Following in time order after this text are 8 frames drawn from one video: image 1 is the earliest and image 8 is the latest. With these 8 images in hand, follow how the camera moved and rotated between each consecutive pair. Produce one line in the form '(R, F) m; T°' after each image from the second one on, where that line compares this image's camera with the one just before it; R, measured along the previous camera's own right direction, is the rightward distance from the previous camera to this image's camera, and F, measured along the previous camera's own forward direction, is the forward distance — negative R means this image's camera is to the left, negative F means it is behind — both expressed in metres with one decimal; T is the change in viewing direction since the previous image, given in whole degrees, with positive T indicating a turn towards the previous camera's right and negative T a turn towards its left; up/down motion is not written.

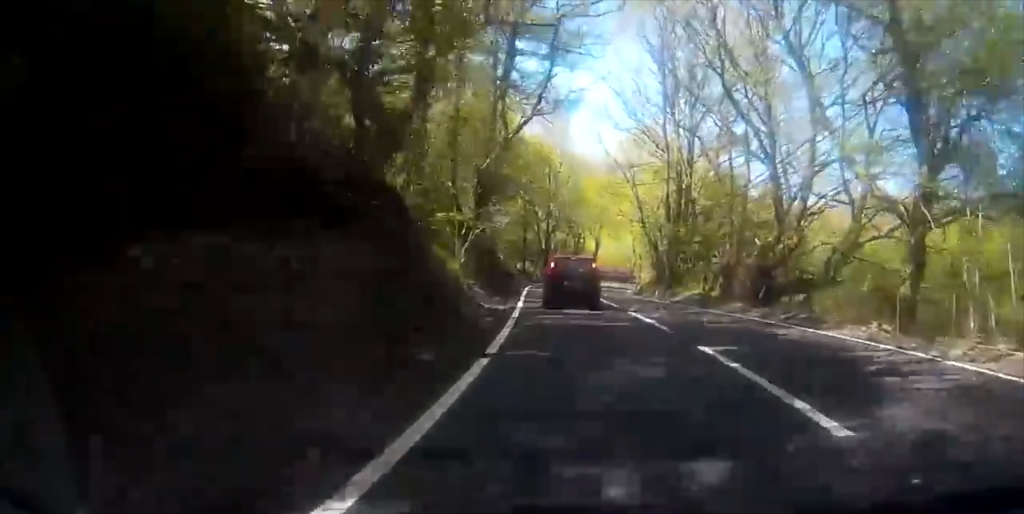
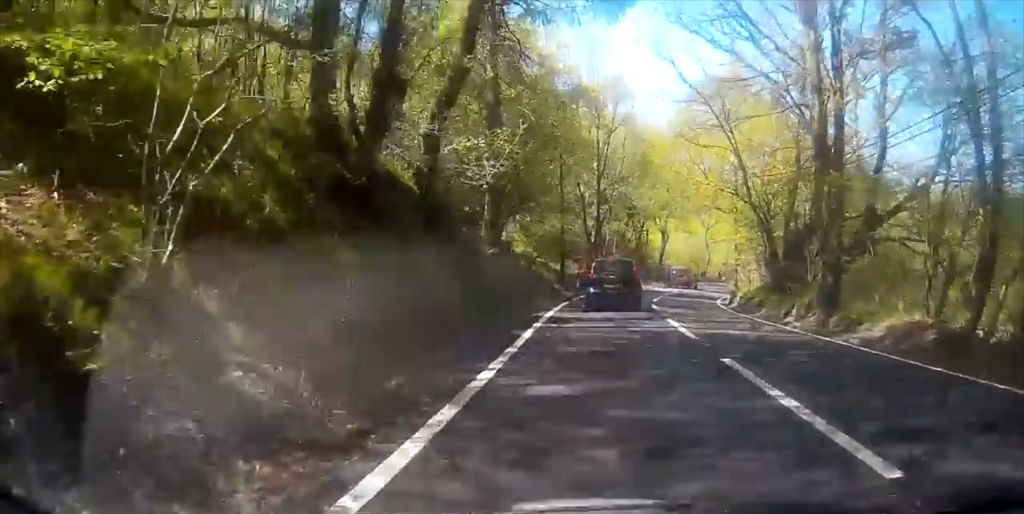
(-0.5, +19.3) m; -2°
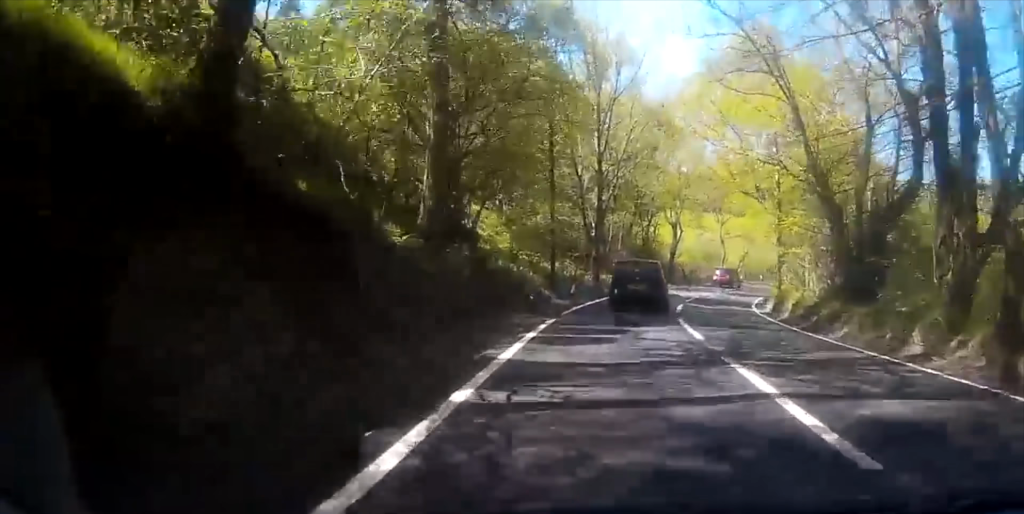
(0.0, +8.8) m; +1°
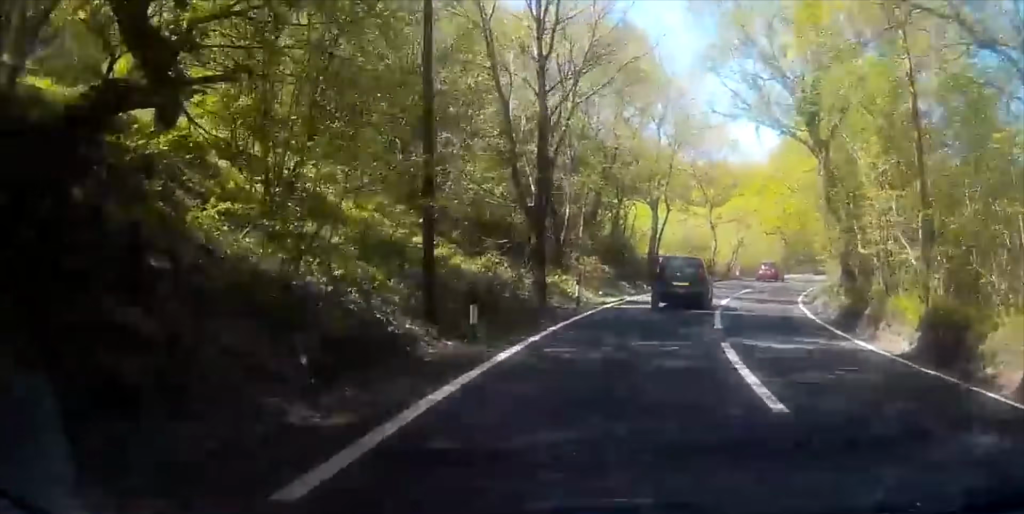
(+0.2, +15.8) m; +4°
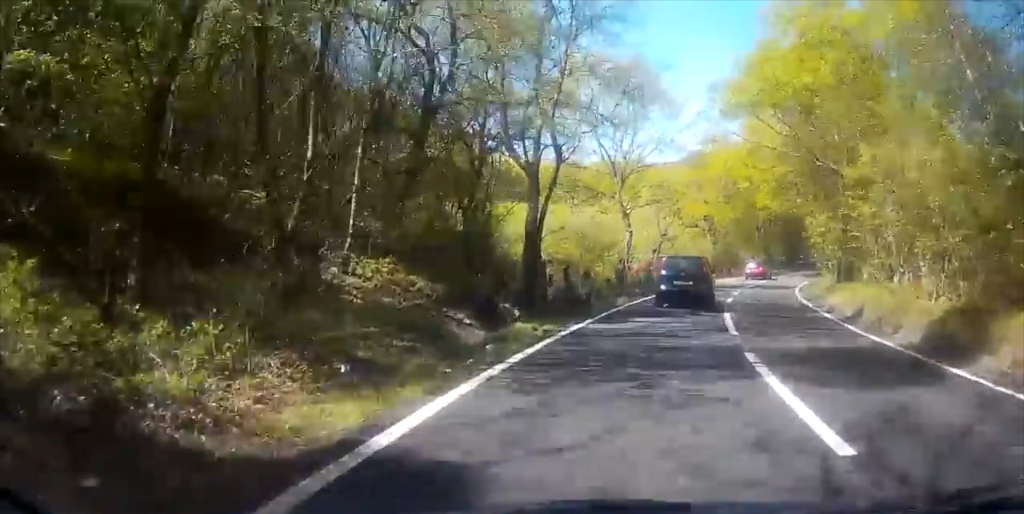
(+1.4, +19.4) m; +9°
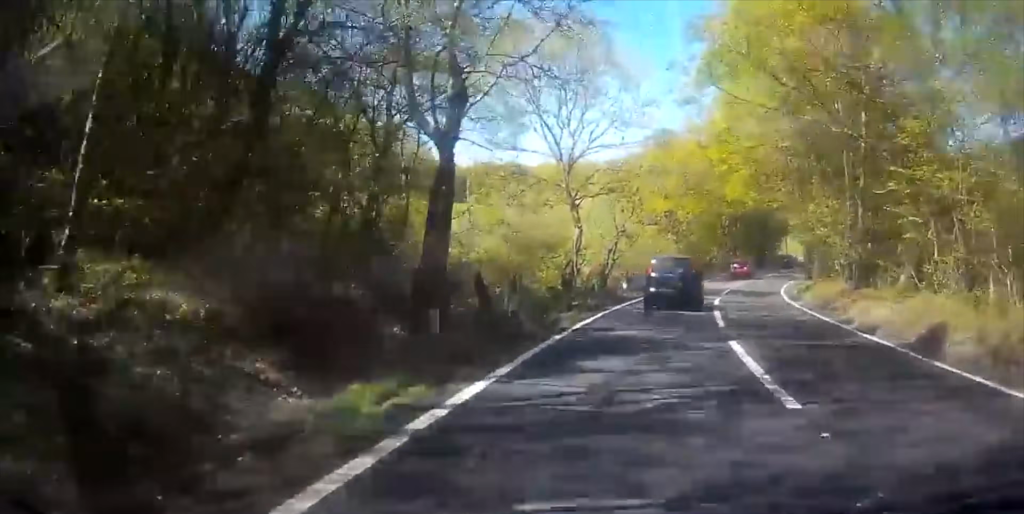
(+0.2, +7.1) m; +3°
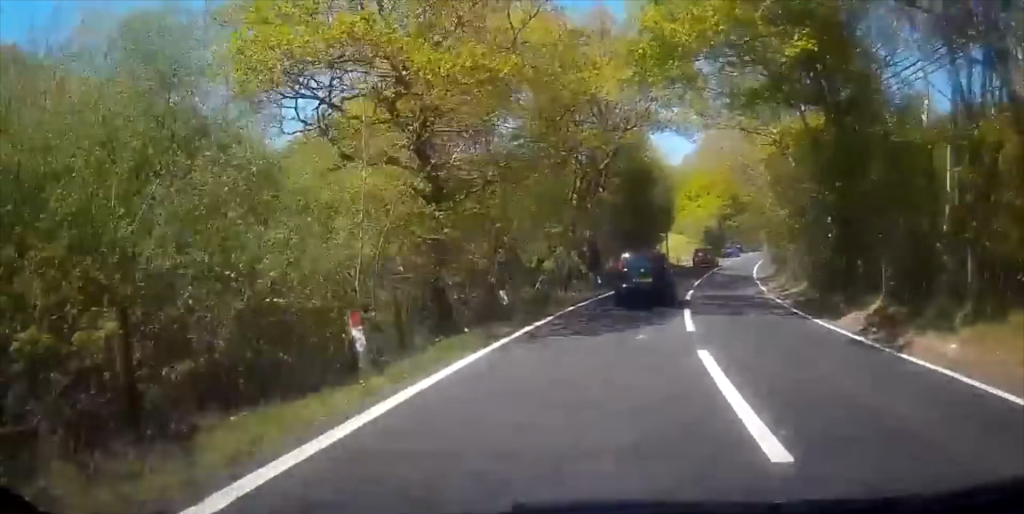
(+5.1, +37.6) m; +13°
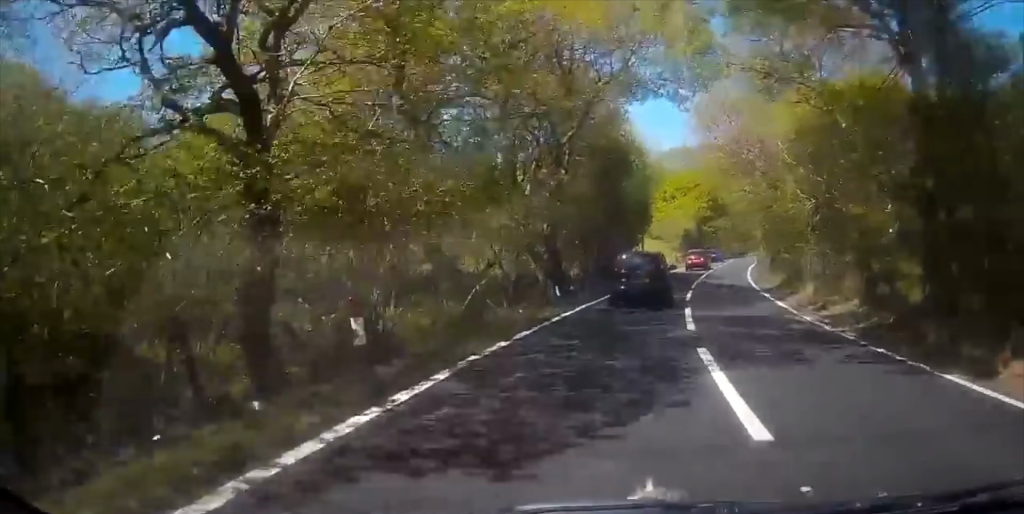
(+0.1, +8.3) m; +2°
